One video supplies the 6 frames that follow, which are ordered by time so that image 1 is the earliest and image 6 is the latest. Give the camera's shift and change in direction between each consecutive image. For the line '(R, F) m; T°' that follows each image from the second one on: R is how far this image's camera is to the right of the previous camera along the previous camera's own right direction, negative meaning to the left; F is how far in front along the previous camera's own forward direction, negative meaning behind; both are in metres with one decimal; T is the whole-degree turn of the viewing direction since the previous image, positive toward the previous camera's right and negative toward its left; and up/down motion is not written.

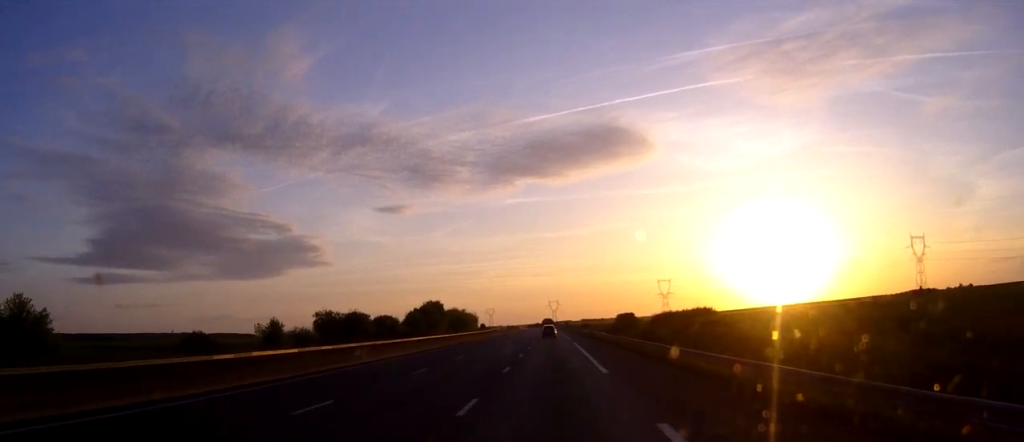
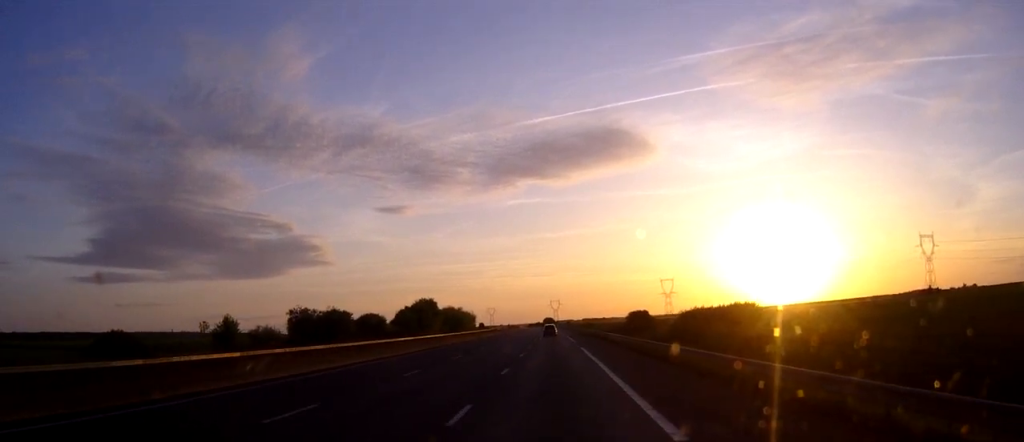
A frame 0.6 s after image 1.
(0.0, +14.8) m; 0°
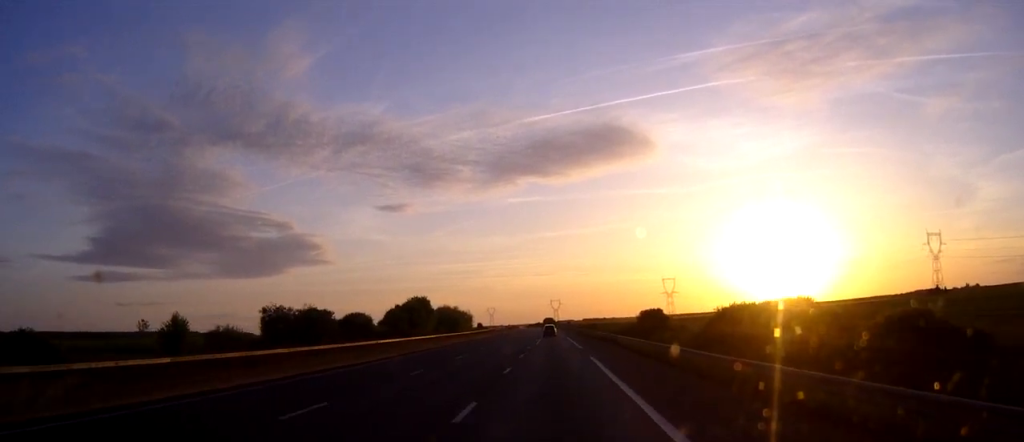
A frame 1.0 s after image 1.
(0.0, +12.2) m; 0°
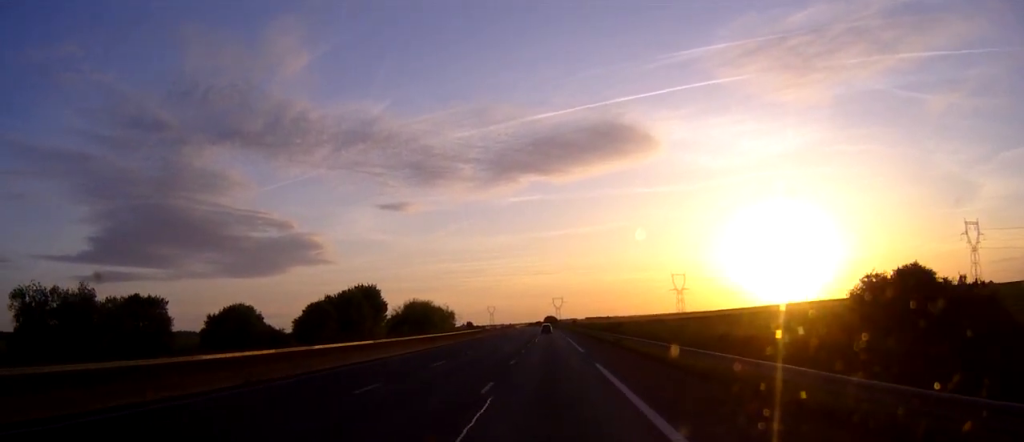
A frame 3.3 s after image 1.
(-0.1, +59.2) m; -1°
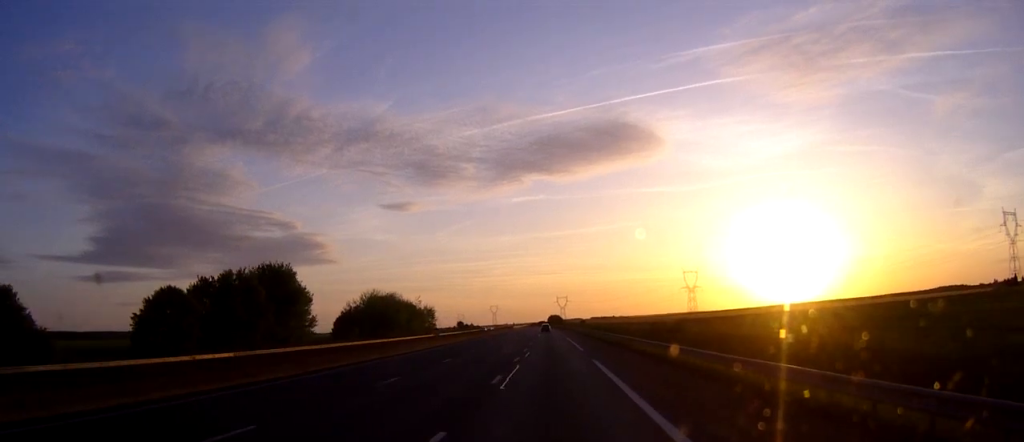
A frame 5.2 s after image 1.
(-0.1, +49.6) m; 0°
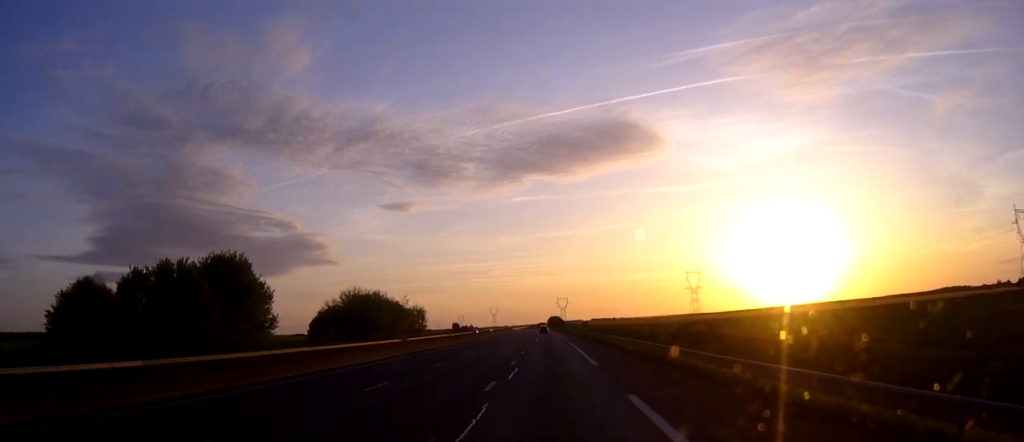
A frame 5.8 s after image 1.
(0.0, +14.8) m; 0°
